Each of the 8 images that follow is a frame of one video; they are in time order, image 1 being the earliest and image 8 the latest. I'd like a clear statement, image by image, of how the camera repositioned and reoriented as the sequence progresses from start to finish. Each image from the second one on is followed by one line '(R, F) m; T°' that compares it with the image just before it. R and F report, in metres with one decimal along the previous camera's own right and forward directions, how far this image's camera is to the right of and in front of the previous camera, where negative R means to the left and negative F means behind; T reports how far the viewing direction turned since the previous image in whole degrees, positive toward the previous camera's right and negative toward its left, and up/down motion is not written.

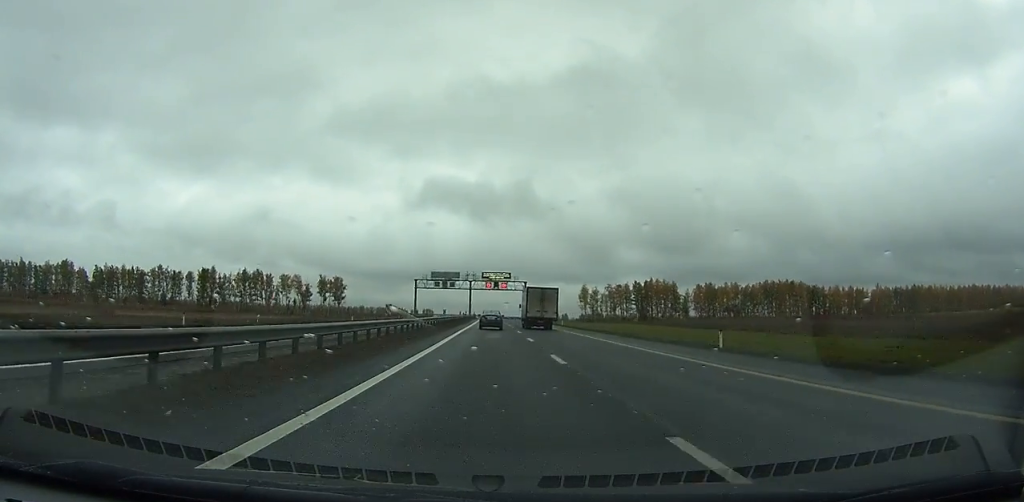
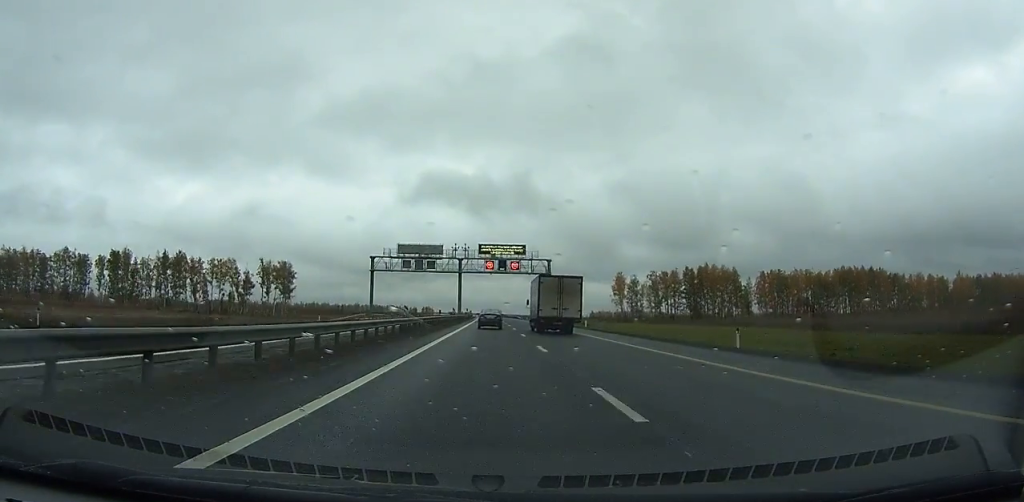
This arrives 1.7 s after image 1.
(-0.2, +51.0) m; -1°
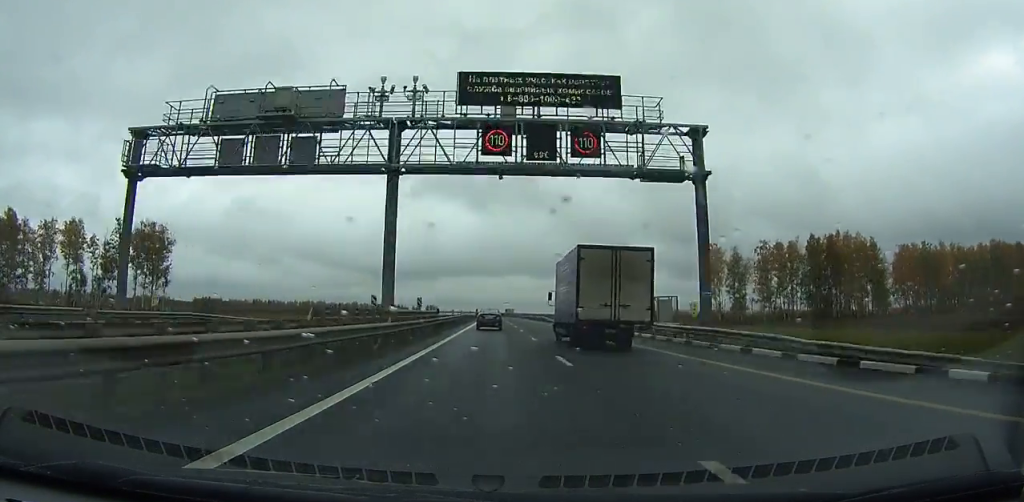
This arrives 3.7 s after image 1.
(-0.3, +60.4) m; -1°
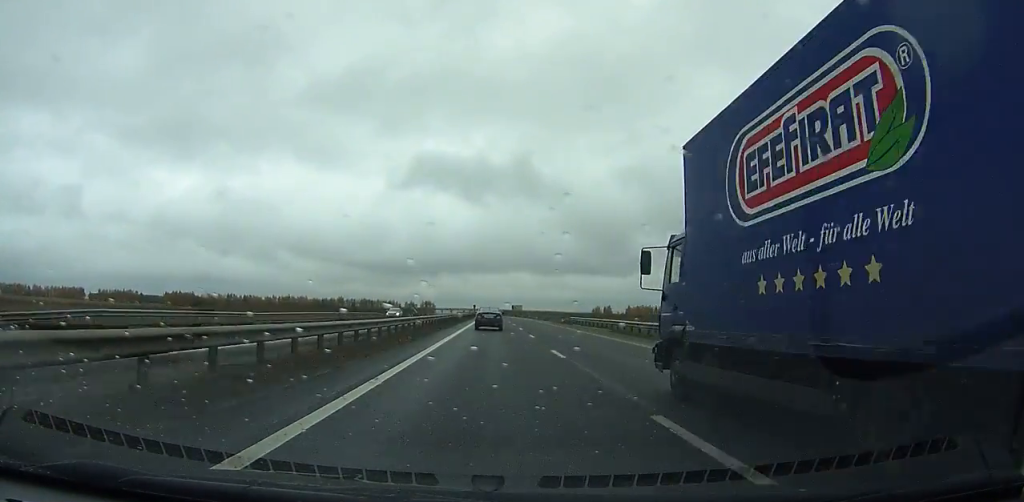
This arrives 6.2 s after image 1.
(-0.5, +76.7) m; -1°
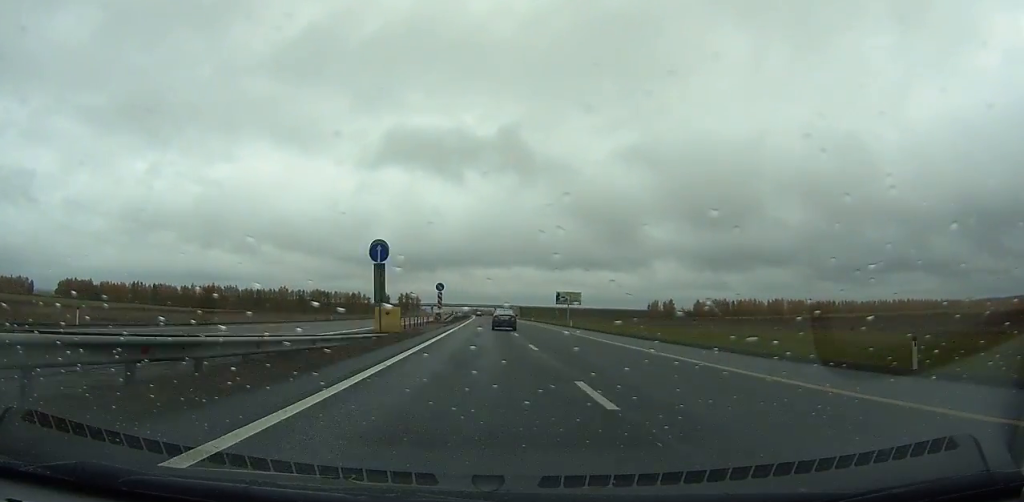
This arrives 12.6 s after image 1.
(-2.6, +203.9) m; -1°
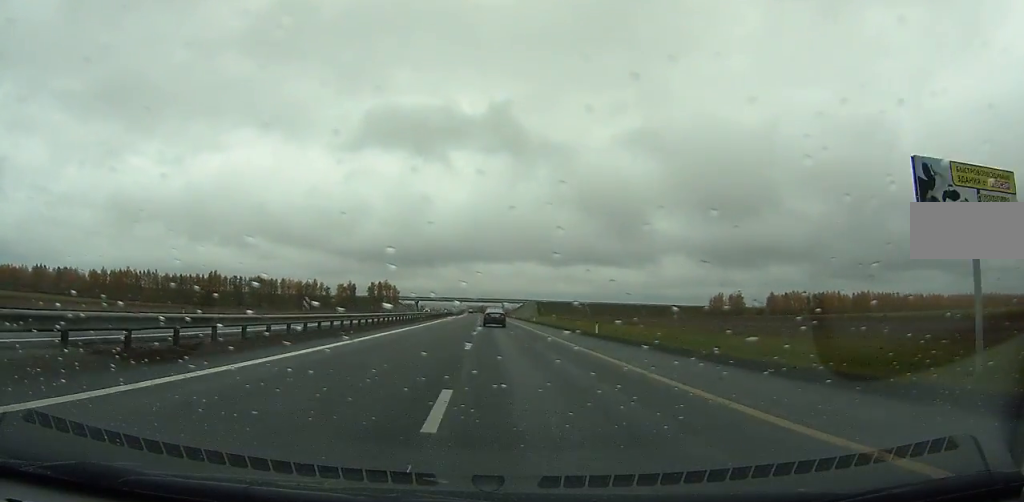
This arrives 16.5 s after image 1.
(-0.4, +123.3) m; -1°
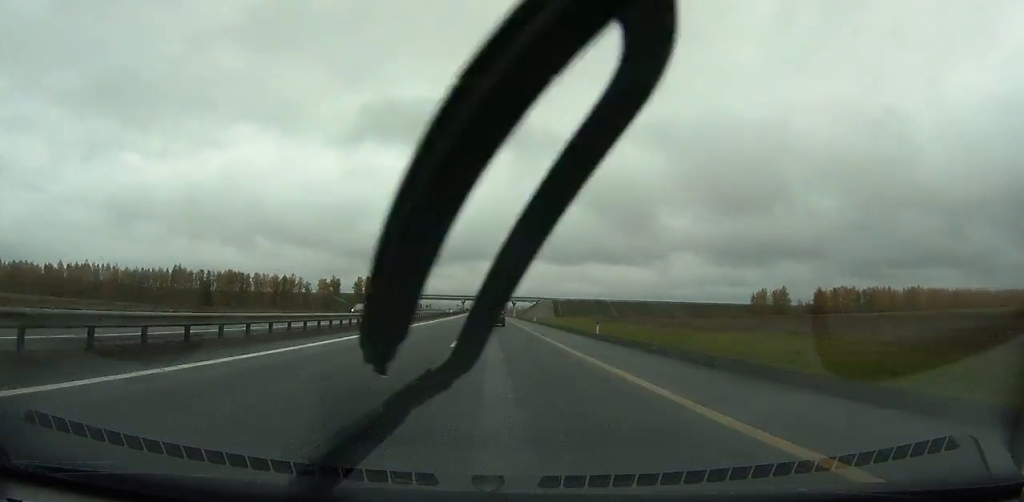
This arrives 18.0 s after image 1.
(+0.1, +46.4) m; 0°
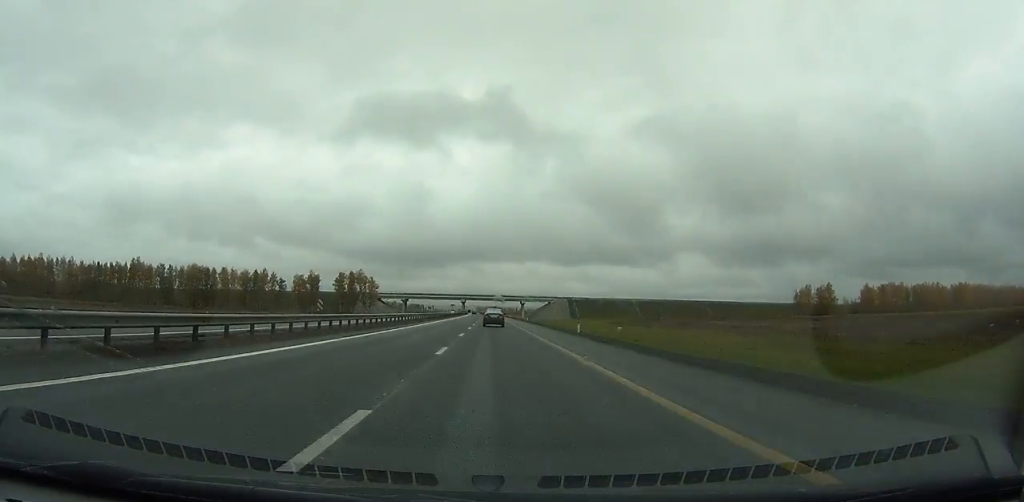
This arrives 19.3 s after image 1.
(-0.3, +40.5) m; -1°
